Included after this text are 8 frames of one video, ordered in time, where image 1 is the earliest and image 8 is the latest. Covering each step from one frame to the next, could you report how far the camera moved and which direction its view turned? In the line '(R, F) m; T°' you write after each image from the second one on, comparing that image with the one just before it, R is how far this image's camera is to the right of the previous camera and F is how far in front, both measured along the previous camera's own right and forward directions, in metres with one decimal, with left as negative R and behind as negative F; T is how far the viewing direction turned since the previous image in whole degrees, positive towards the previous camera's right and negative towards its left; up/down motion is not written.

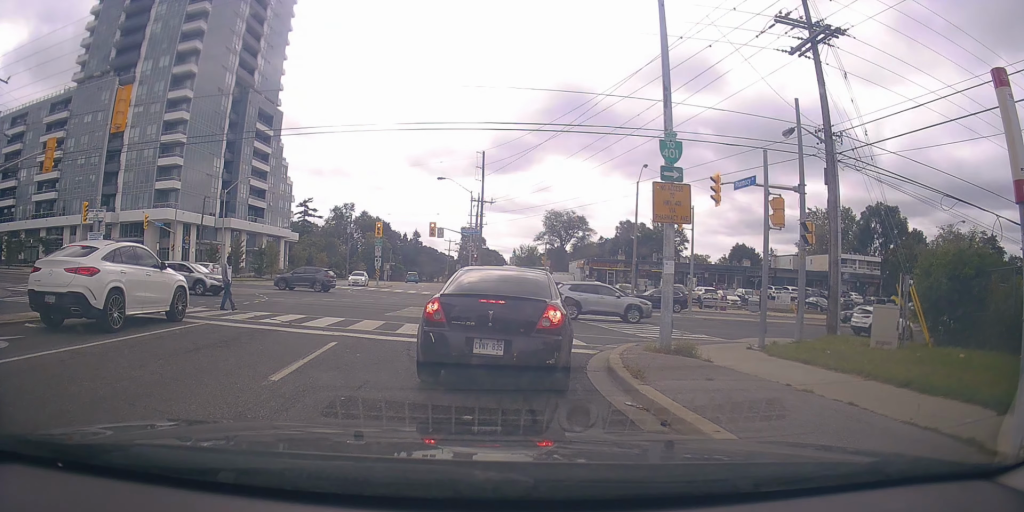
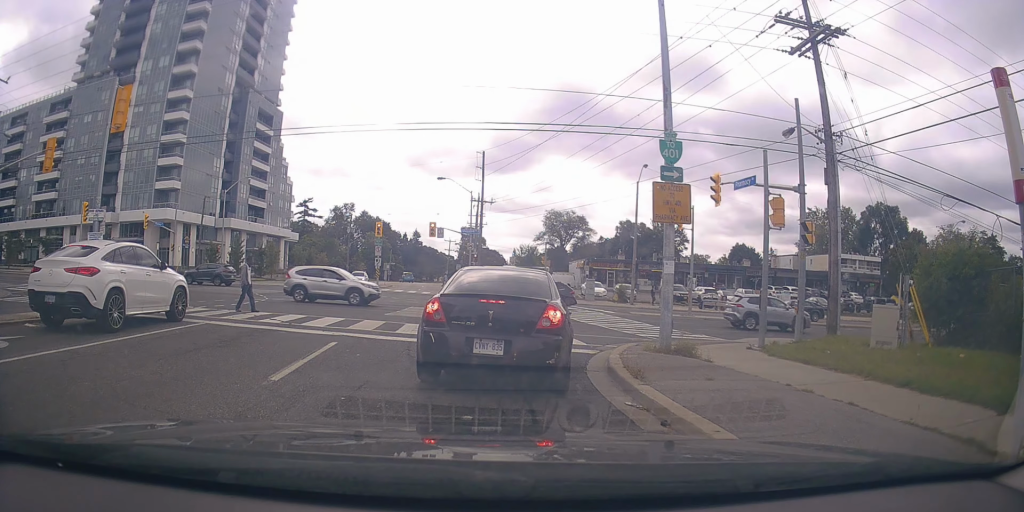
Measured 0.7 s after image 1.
(0.0, 0.0) m; 0°
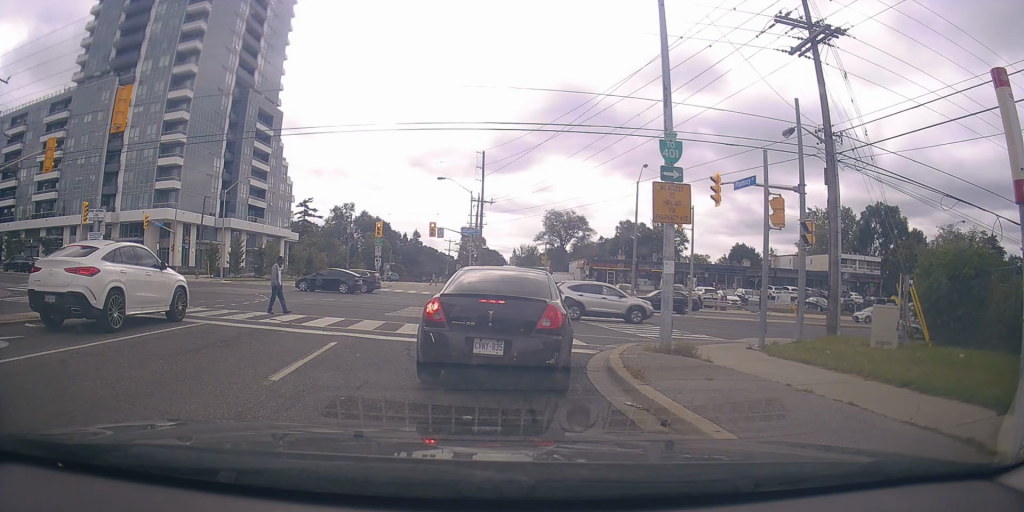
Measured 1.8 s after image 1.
(0.0, 0.0) m; 0°
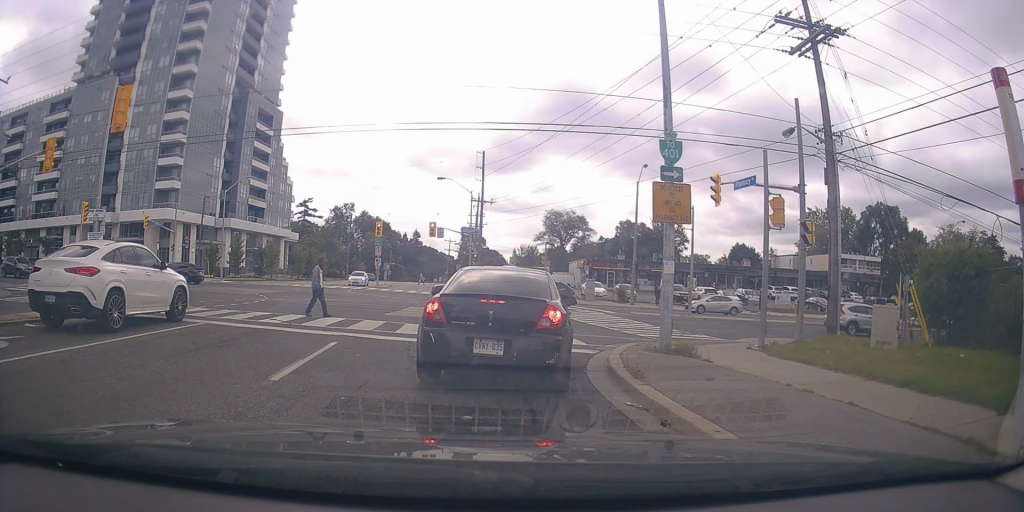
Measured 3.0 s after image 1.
(0.0, 0.0) m; 0°
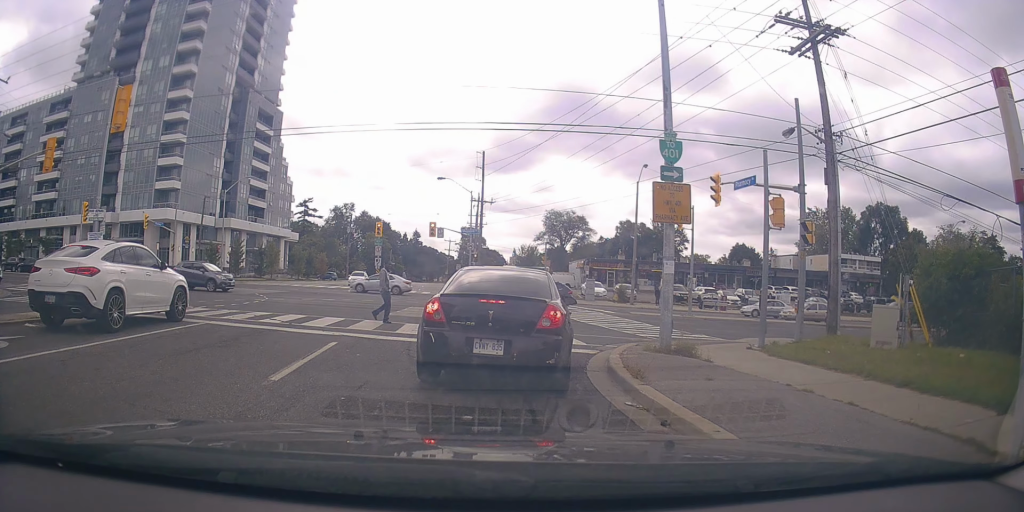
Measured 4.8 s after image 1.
(+0.1, +0.3) m; 0°
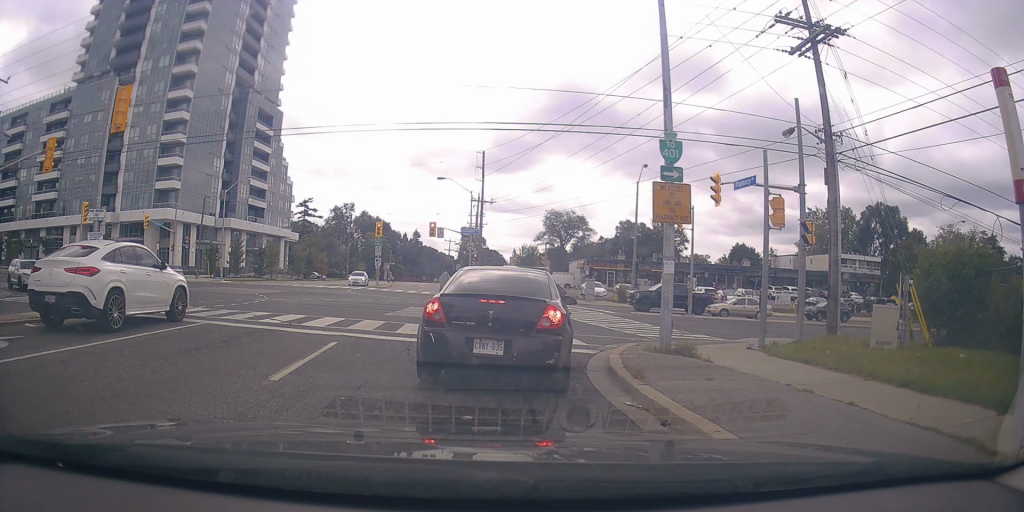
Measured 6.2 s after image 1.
(+0.1, +0.2) m; 0°
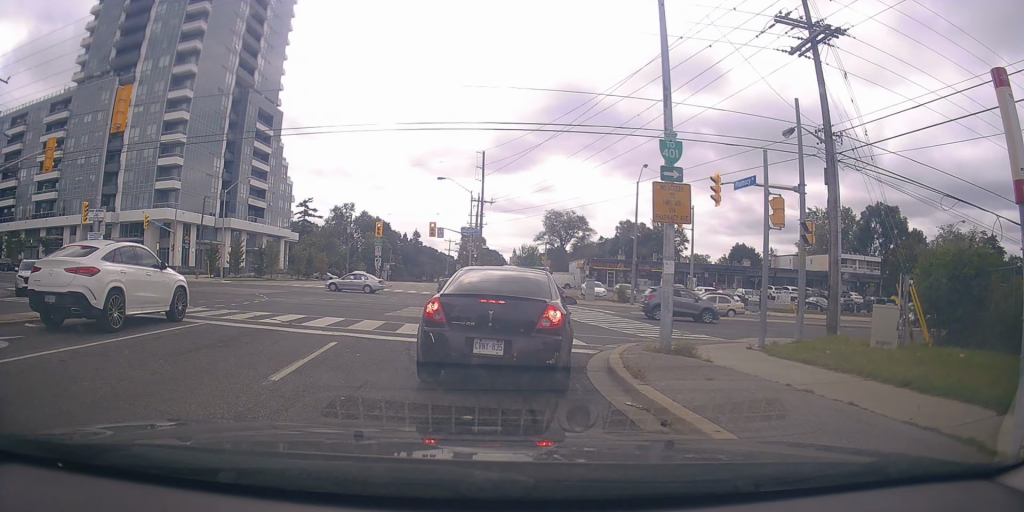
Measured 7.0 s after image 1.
(0.0, 0.0) m; 0°
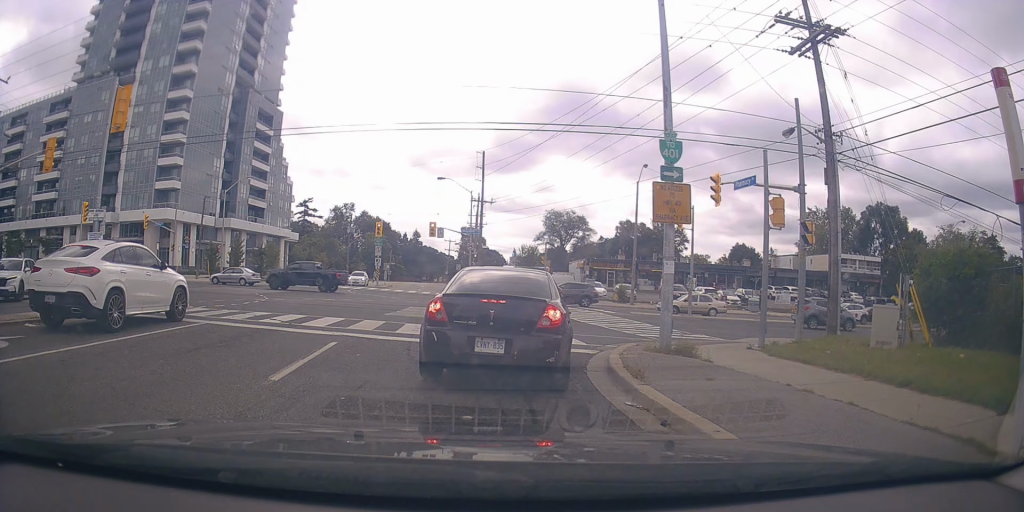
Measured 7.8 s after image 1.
(0.0, 0.0) m; 0°
